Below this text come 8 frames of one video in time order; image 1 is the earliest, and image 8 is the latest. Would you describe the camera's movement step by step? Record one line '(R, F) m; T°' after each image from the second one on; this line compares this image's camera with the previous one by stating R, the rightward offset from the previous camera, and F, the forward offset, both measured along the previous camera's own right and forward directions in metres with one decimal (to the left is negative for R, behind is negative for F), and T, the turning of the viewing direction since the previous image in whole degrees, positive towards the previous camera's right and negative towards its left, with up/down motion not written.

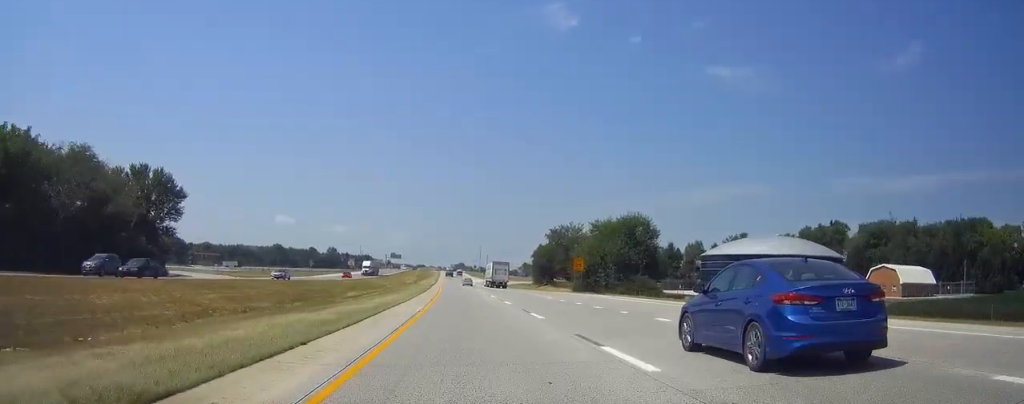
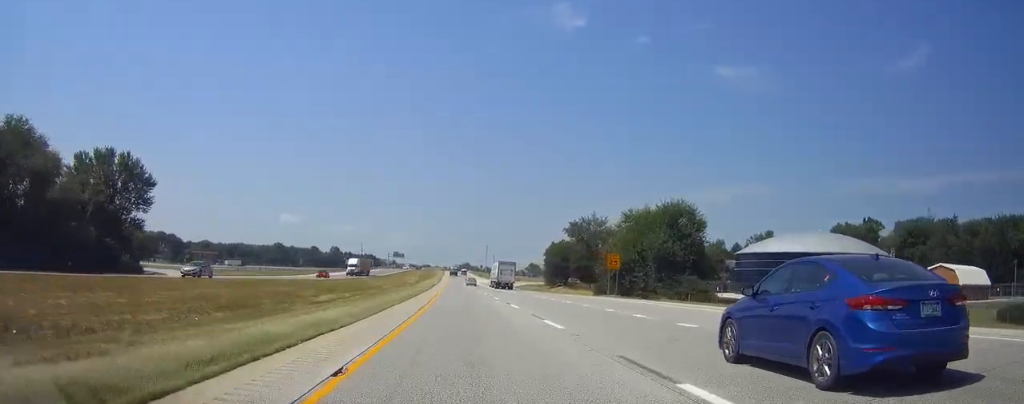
(-0.1, +16.2) m; 0°
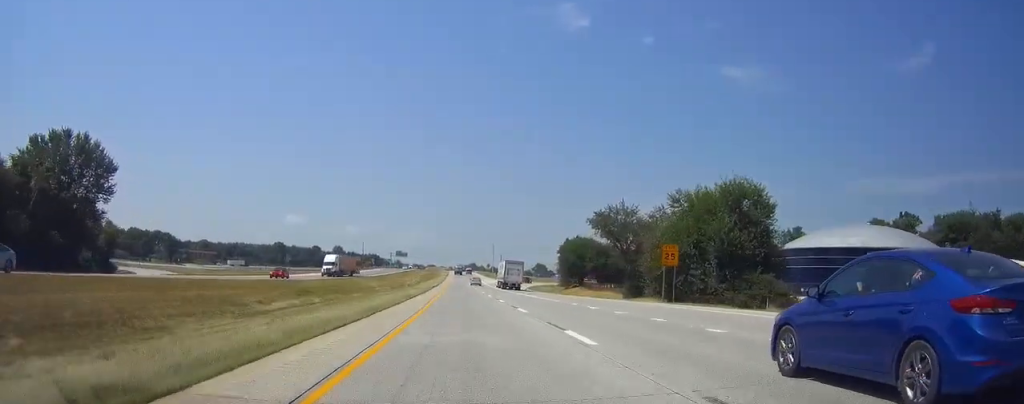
(-0.1, +16.1) m; 0°
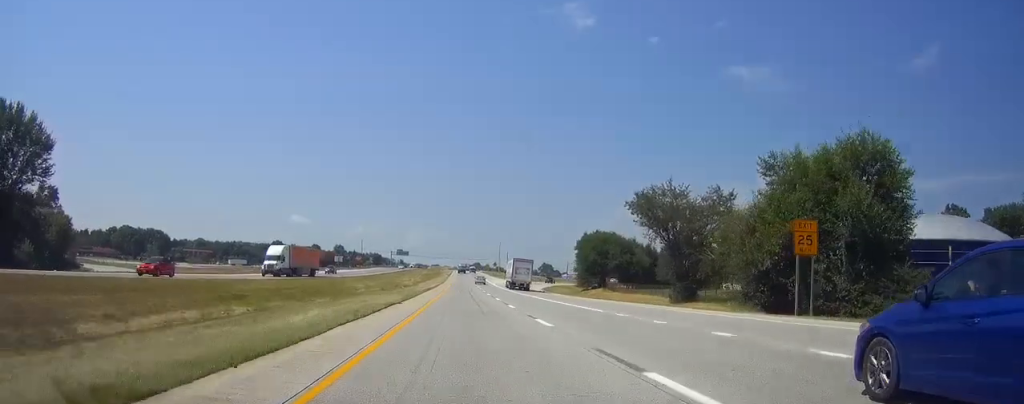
(0.0, +19.3) m; 0°
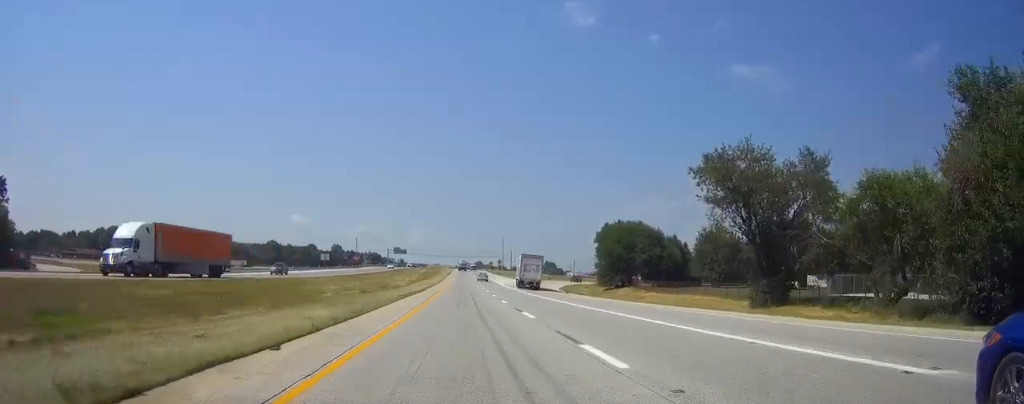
(-0.1, +20.4) m; 0°
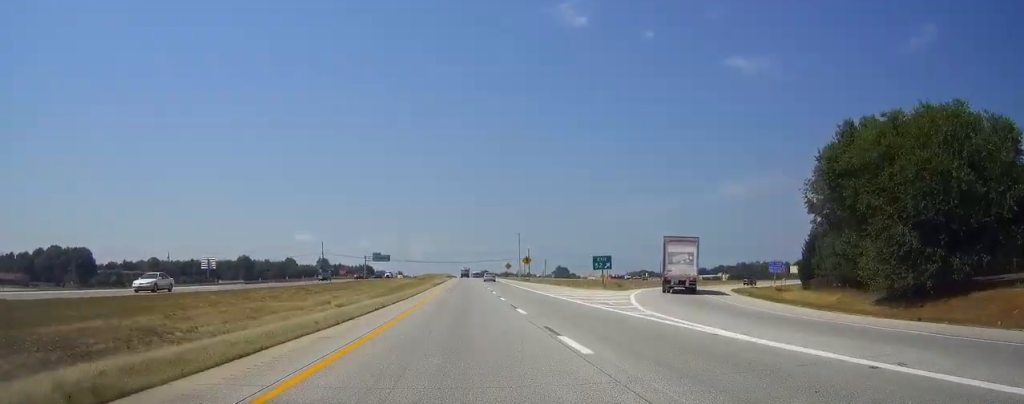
(-0.6, +83.7) m; -1°
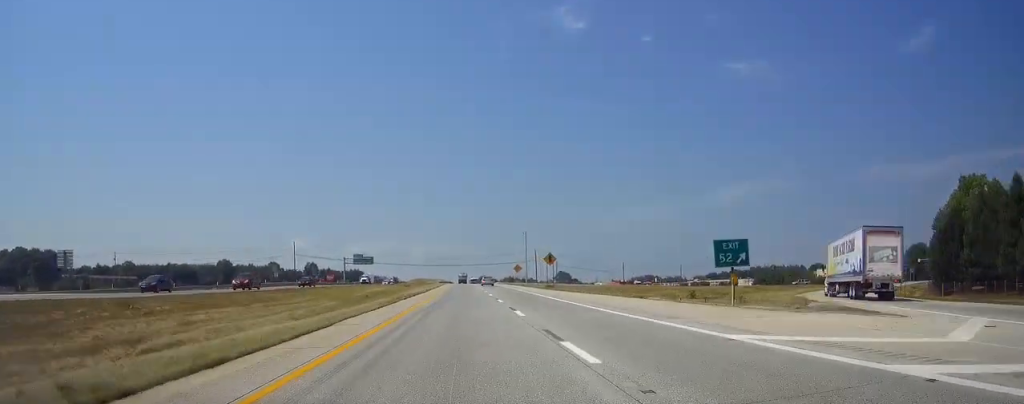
(-0.1, +37.4) m; 0°
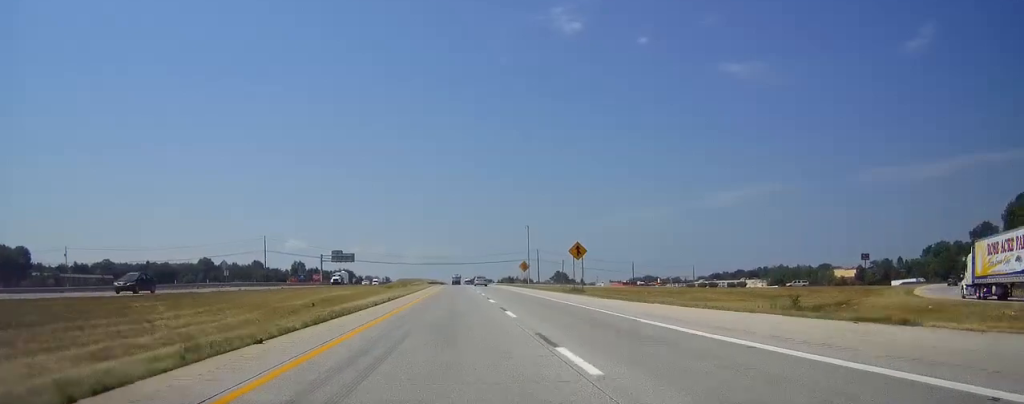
(+0.1, +25.6) m; 0°
